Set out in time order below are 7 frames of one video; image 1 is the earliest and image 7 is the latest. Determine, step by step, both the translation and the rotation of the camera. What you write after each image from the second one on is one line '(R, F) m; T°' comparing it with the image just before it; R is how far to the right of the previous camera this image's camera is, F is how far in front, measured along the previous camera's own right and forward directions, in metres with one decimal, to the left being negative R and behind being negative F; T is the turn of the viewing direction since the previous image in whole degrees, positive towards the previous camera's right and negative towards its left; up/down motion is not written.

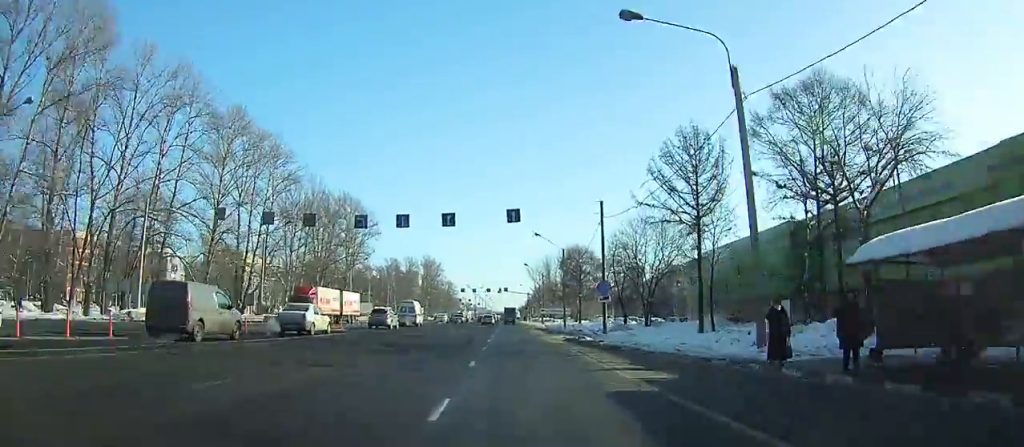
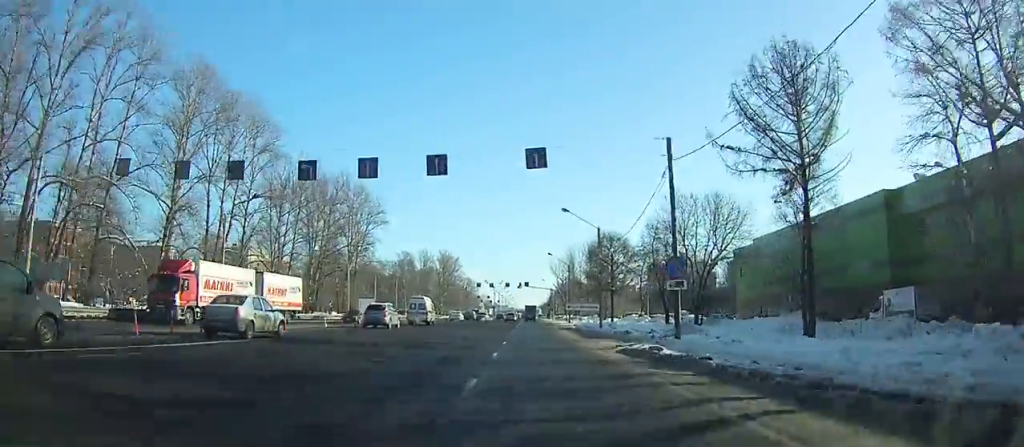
(0.0, +14.3) m; 0°
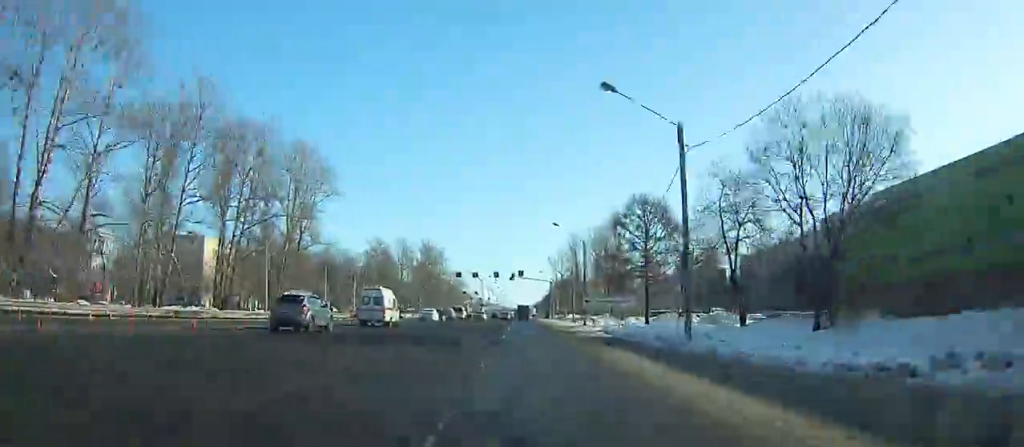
(0.0, +26.5) m; 0°
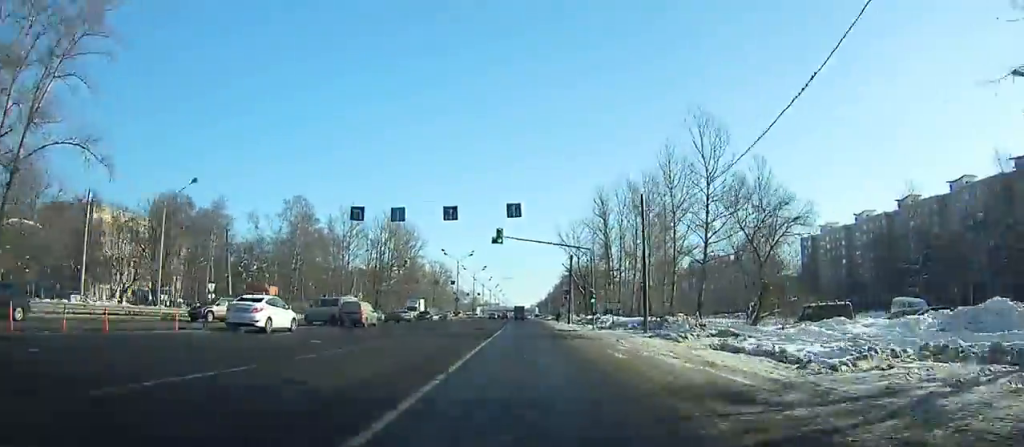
(0.0, +56.5) m; 0°
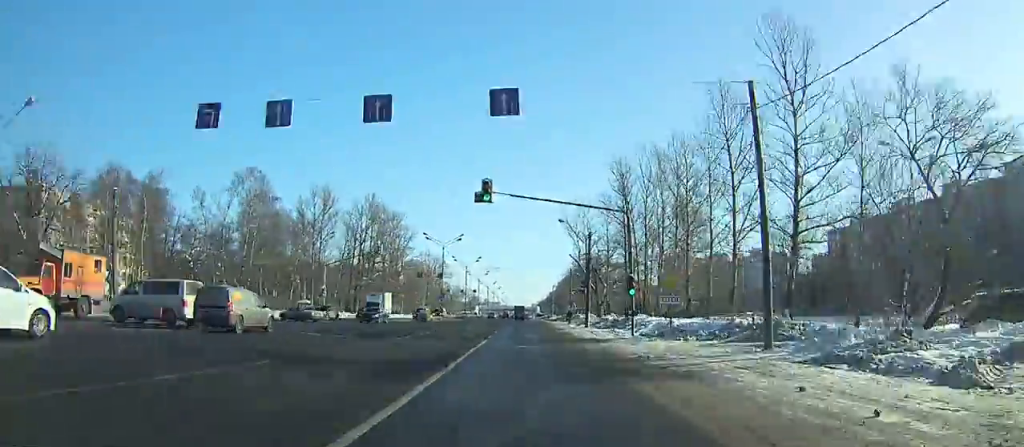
(+0.1, +18.4) m; 0°
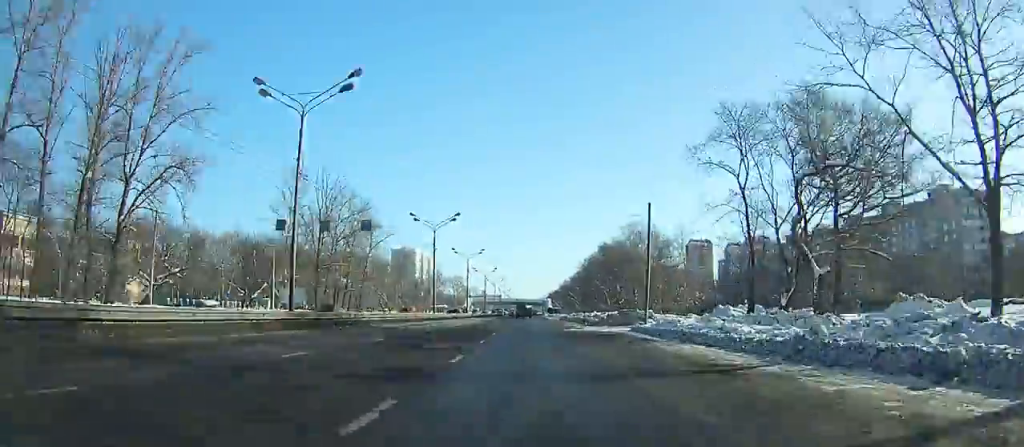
(-2.3, +108.0) m; -4°
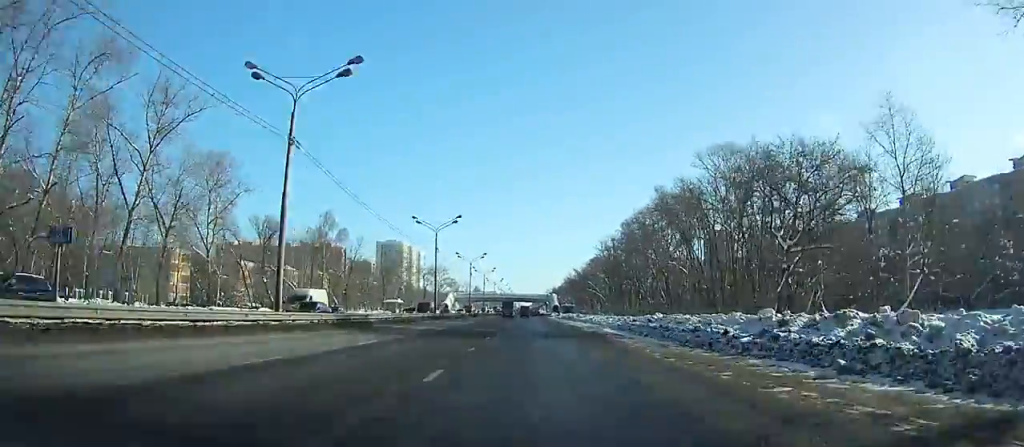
(-3.0, +55.8) m; -4°
